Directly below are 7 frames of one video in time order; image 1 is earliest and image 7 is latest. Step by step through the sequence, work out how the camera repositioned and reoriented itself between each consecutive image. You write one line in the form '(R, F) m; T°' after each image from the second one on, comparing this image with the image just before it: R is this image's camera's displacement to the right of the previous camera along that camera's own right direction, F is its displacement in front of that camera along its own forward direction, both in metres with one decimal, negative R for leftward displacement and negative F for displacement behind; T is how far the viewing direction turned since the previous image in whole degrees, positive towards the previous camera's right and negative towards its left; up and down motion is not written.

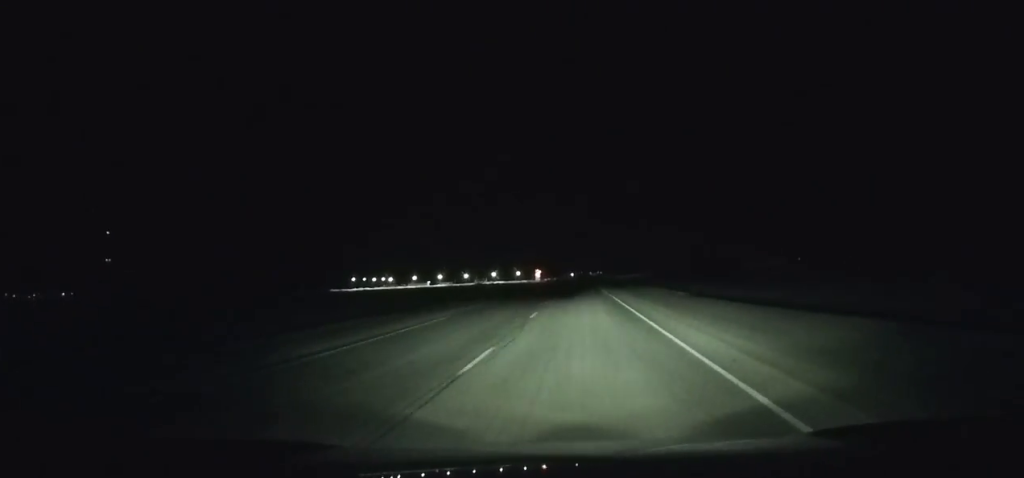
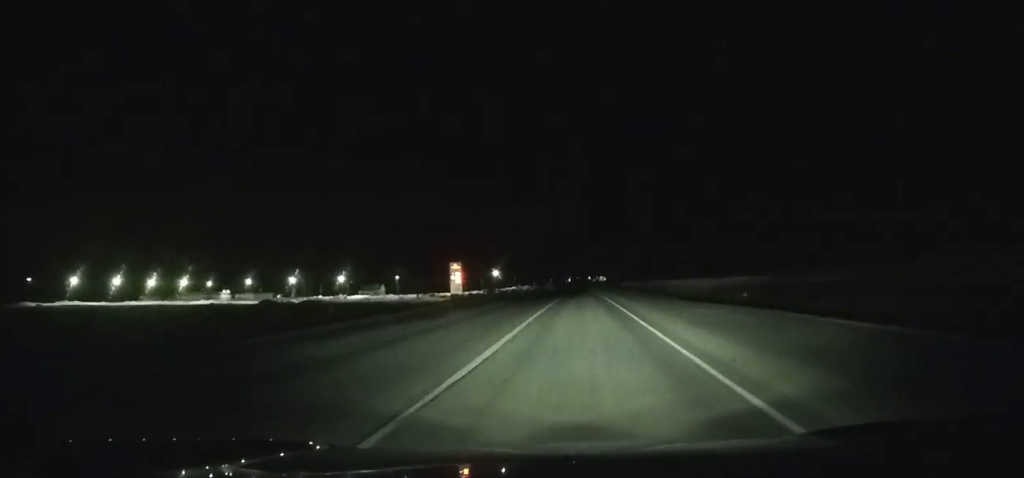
(0.0, +269.3) m; +1°
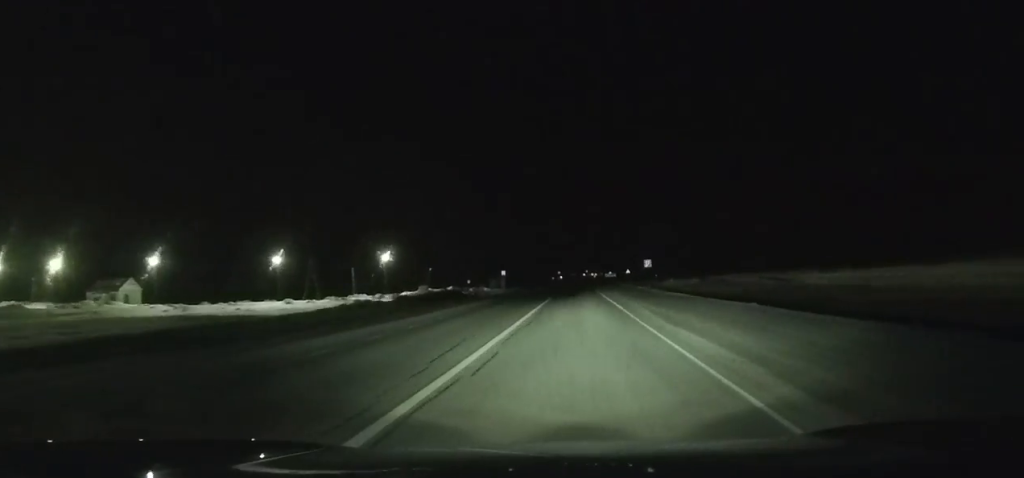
(0.0, +146.3) m; 0°
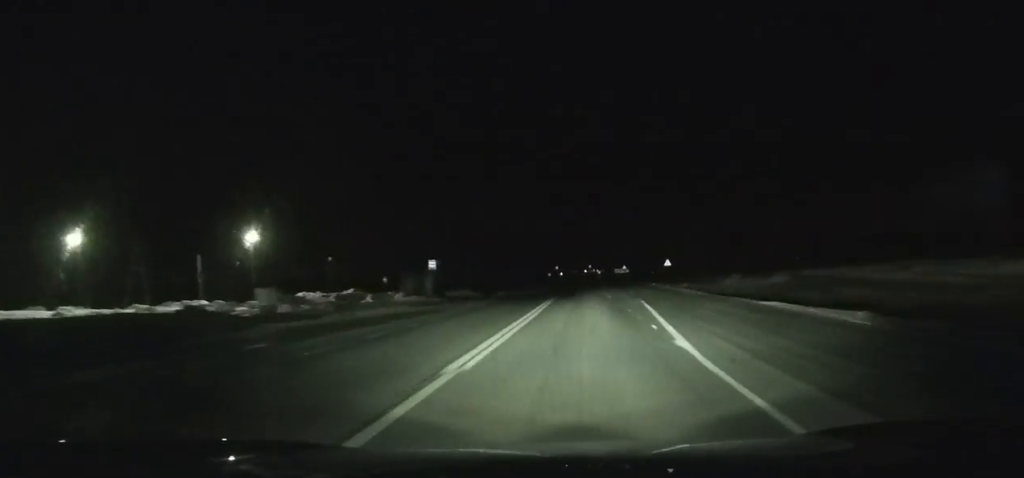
(-0.1, +52.2) m; 0°
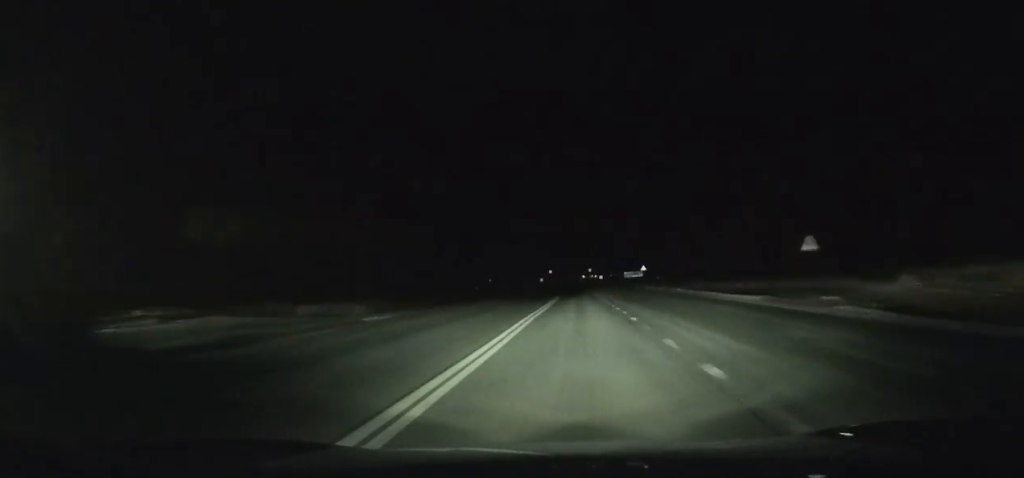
(0.0, +43.2) m; 0°
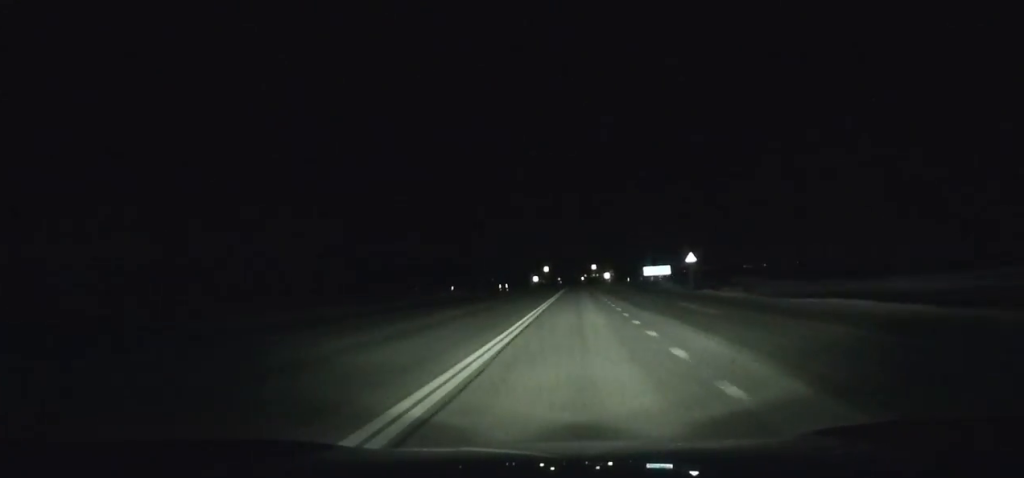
(0.0, +37.4) m; 0°
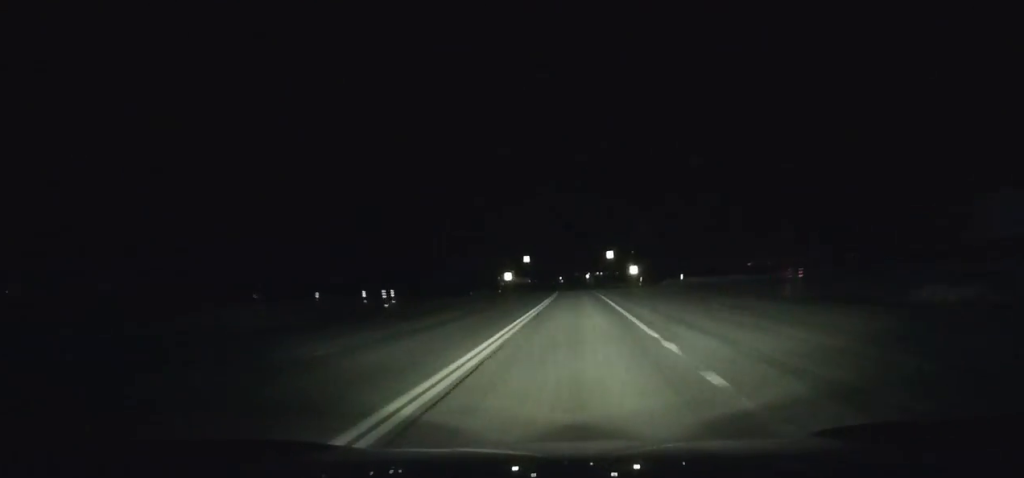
(-0.3, +79.1) m; -1°
